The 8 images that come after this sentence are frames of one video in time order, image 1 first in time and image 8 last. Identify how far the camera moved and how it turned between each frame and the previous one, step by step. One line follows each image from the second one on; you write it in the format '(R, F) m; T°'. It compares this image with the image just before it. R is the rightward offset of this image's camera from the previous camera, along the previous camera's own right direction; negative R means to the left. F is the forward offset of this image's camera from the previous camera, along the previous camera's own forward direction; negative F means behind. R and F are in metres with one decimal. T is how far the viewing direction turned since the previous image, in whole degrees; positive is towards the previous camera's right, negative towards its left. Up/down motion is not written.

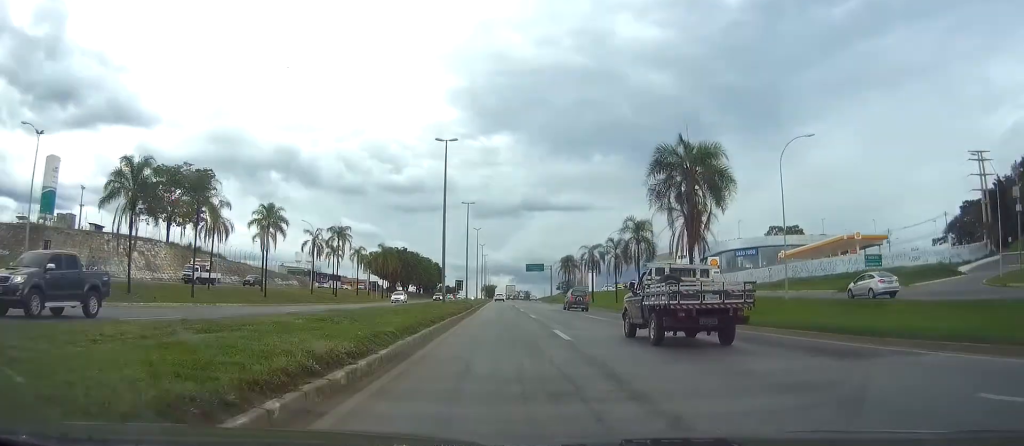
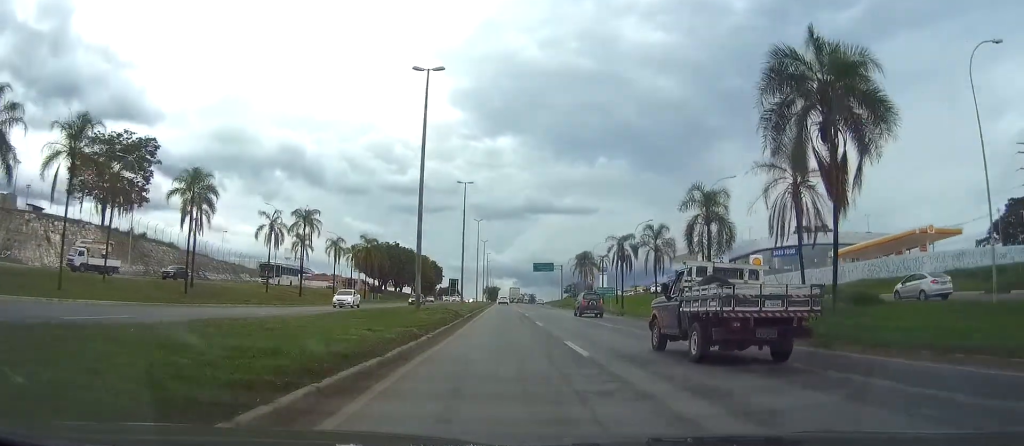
(-0.1, +19.4) m; 0°
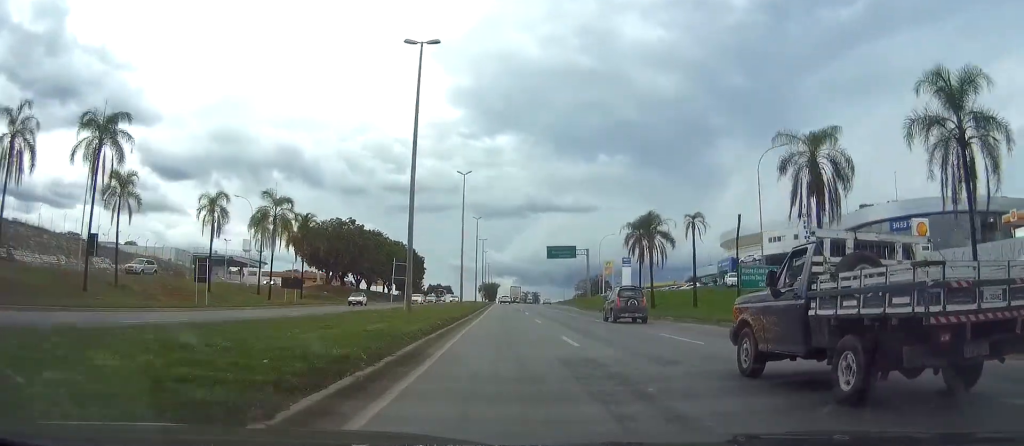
(+0.1, +45.1) m; +1°
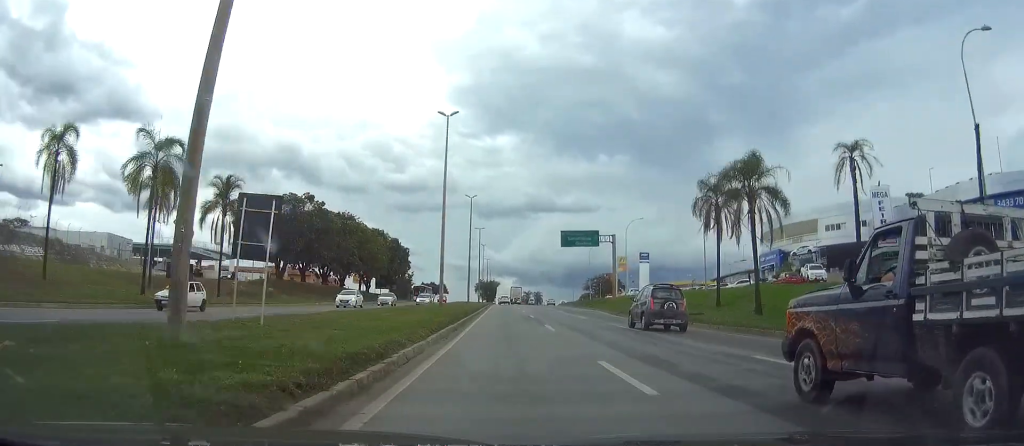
(+0.1, +24.4) m; 0°
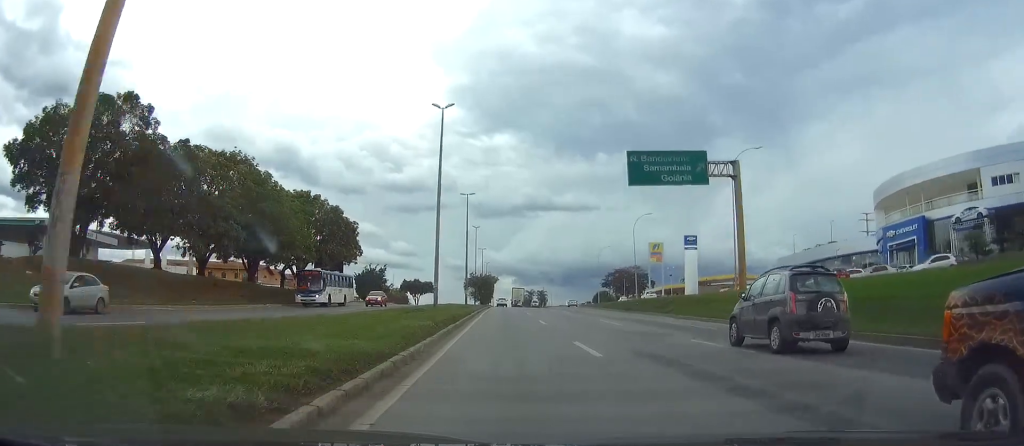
(-0.1, +43.6) m; 0°
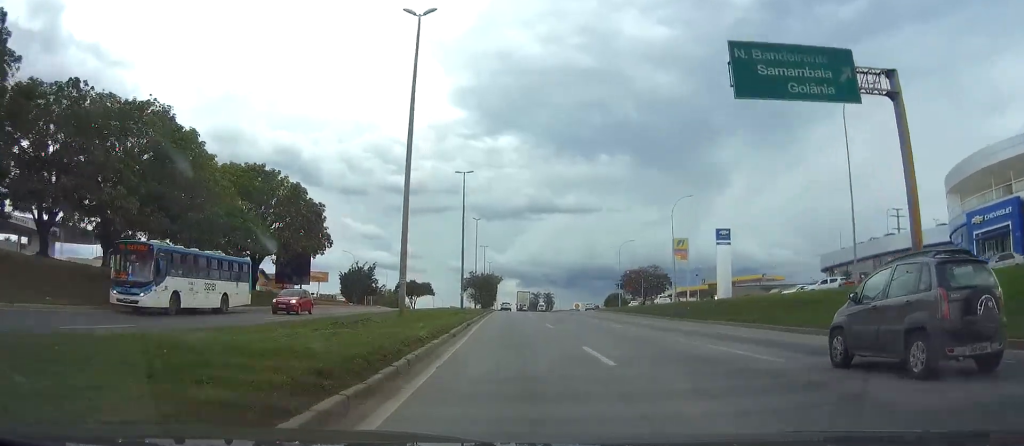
(0.0, +17.1) m; 0°
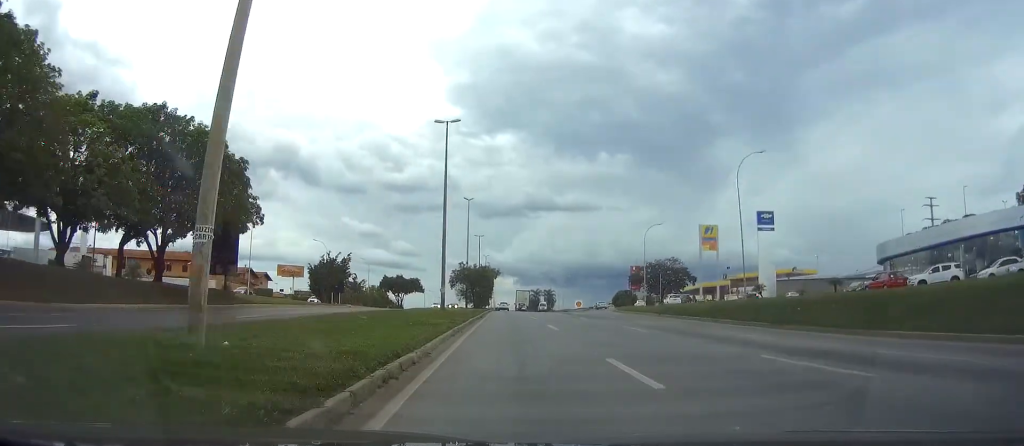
(0.0, +19.8) m; 0°
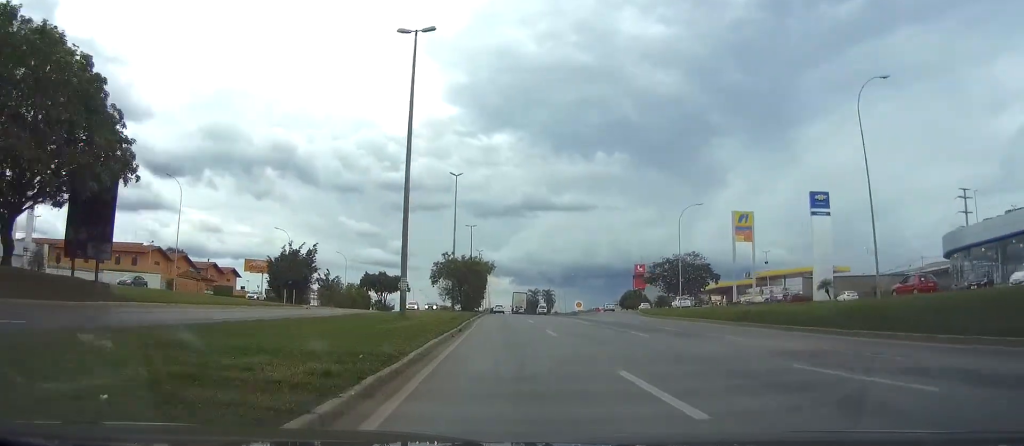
(+0.1, +18.2) m; 0°
